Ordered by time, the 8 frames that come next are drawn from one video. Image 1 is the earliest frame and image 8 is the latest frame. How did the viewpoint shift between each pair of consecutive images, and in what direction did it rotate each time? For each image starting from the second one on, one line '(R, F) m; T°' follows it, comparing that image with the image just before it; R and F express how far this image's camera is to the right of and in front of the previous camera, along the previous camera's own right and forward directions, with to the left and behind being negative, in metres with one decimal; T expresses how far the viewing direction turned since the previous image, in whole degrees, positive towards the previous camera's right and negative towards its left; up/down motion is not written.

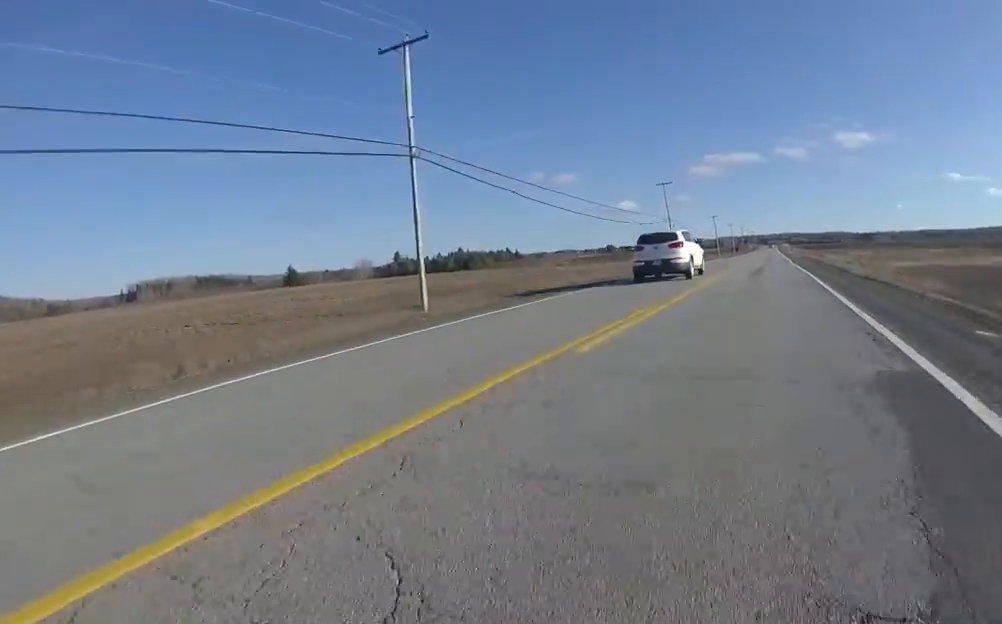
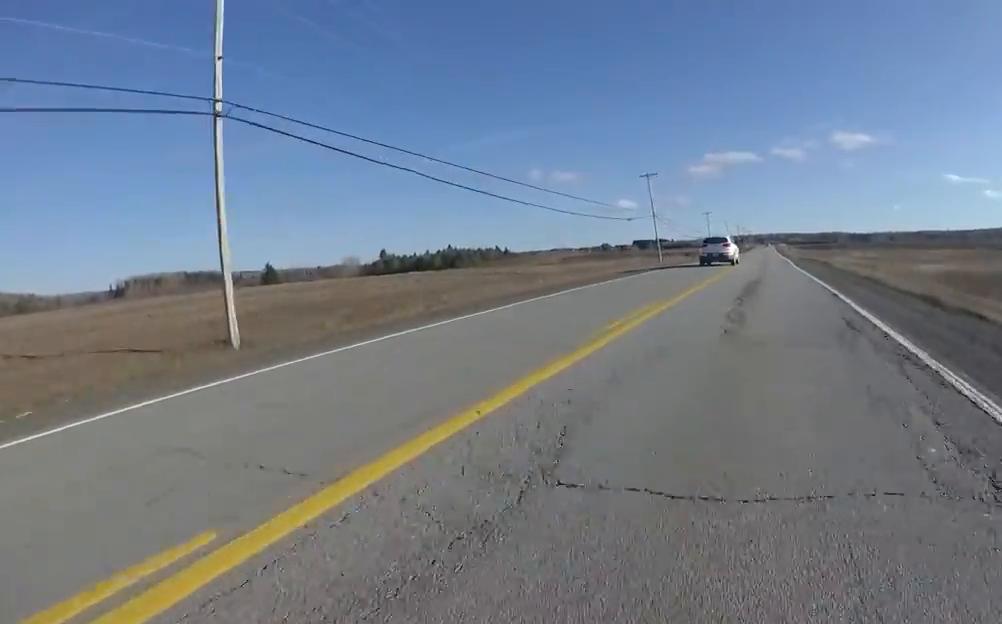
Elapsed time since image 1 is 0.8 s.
(+0.6, +8.9) m; +2°
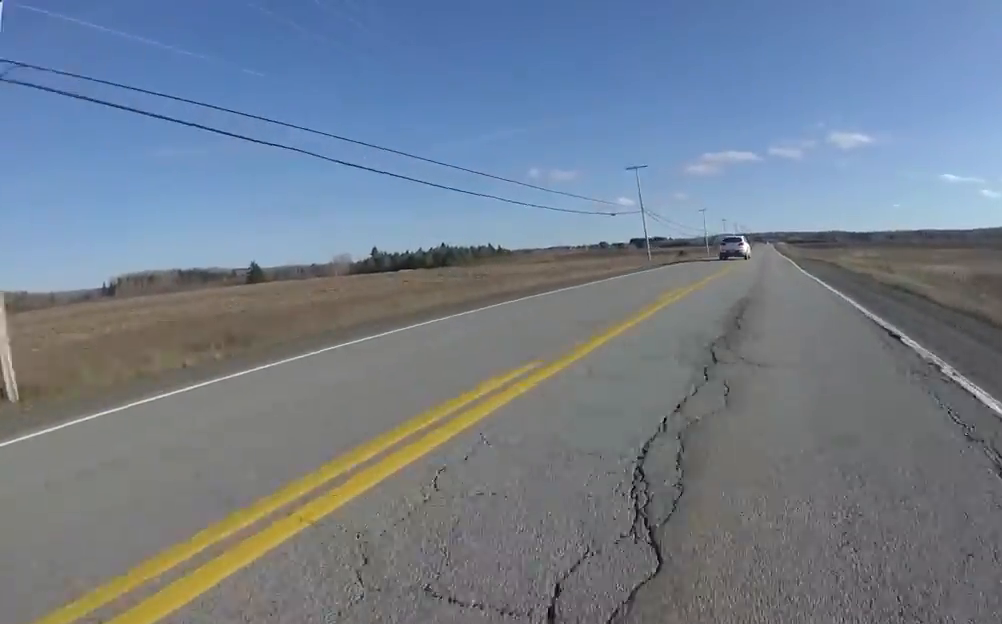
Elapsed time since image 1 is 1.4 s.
(-0.1, +5.6) m; -1°
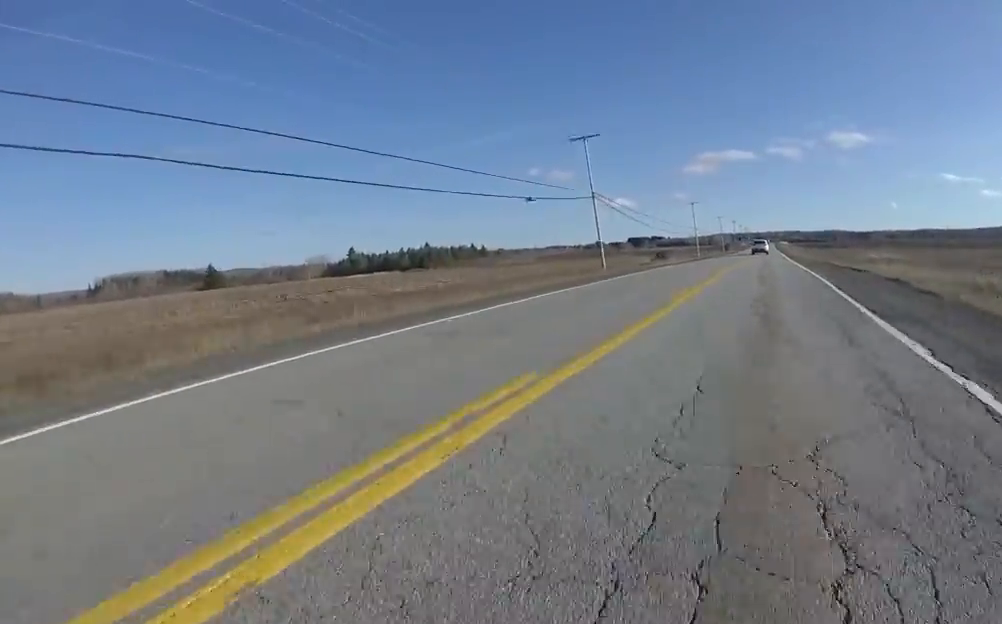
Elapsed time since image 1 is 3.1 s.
(-0.5, +18.1) m; -2°
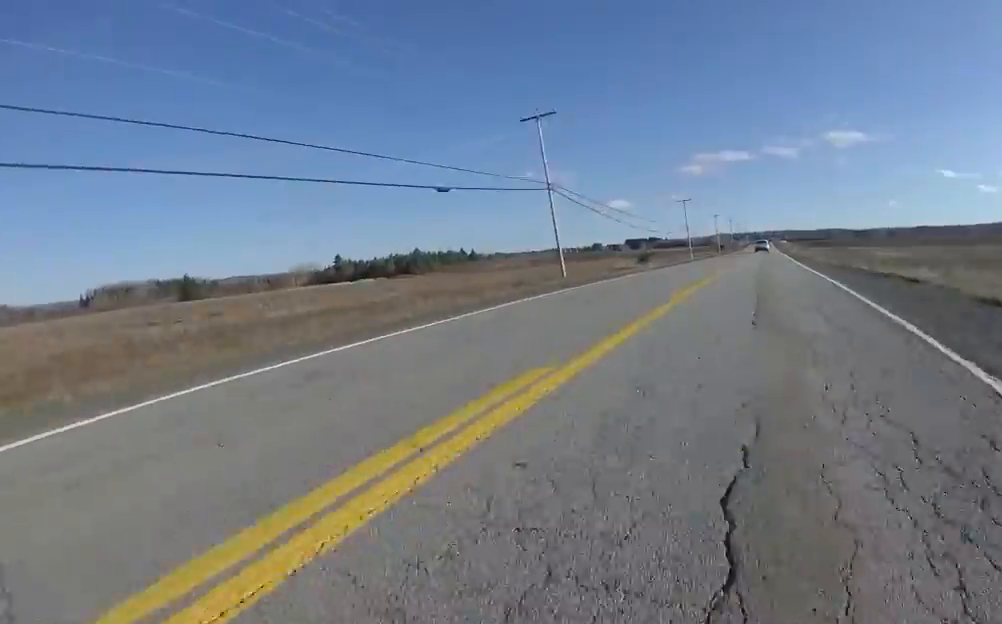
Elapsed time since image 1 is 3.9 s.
(0.0, +8.9) m; 0°
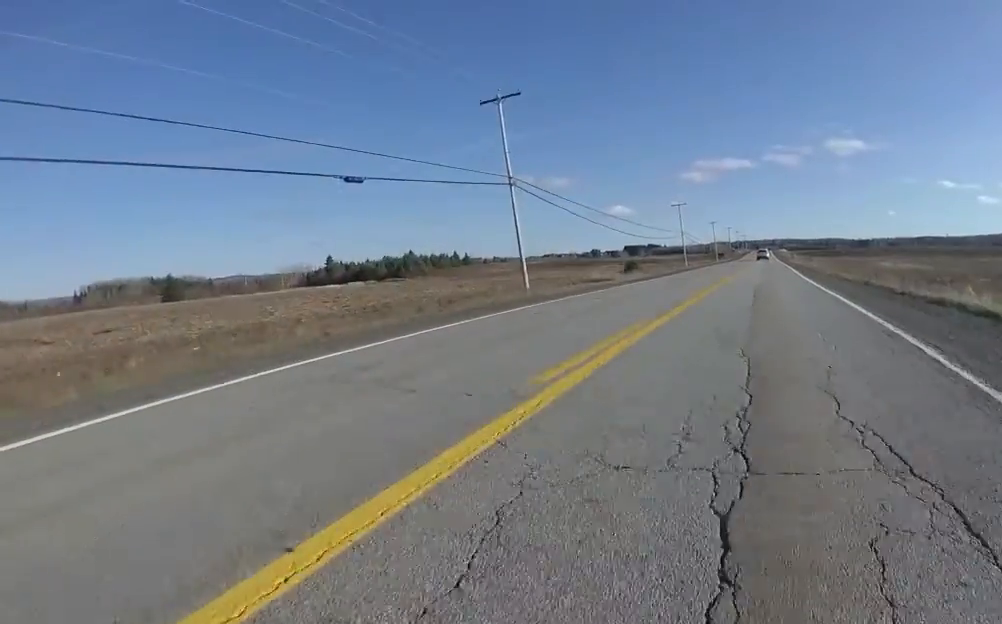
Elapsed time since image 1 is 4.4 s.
(+0.1, +5.7) m; 0°
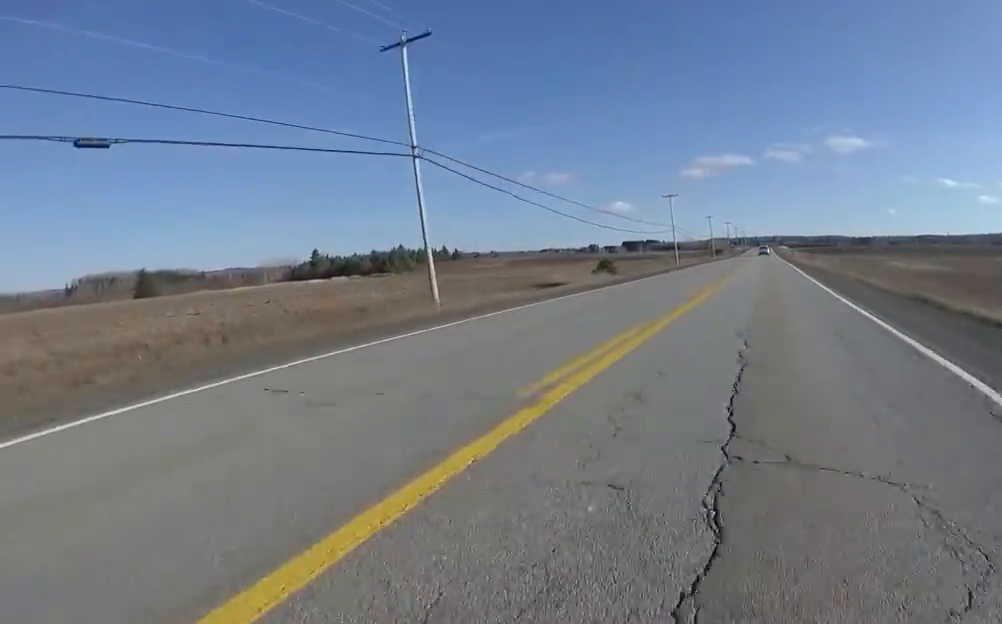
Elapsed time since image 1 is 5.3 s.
(-0.1, +9.0) m; 0°
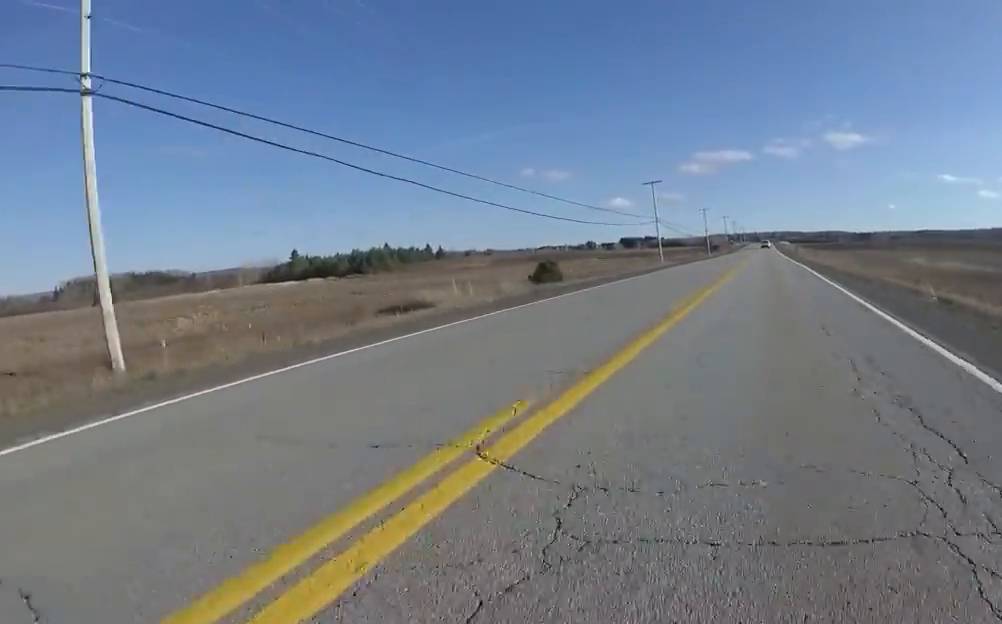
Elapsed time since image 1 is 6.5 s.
(+0.1, +12.7) m; +1°
